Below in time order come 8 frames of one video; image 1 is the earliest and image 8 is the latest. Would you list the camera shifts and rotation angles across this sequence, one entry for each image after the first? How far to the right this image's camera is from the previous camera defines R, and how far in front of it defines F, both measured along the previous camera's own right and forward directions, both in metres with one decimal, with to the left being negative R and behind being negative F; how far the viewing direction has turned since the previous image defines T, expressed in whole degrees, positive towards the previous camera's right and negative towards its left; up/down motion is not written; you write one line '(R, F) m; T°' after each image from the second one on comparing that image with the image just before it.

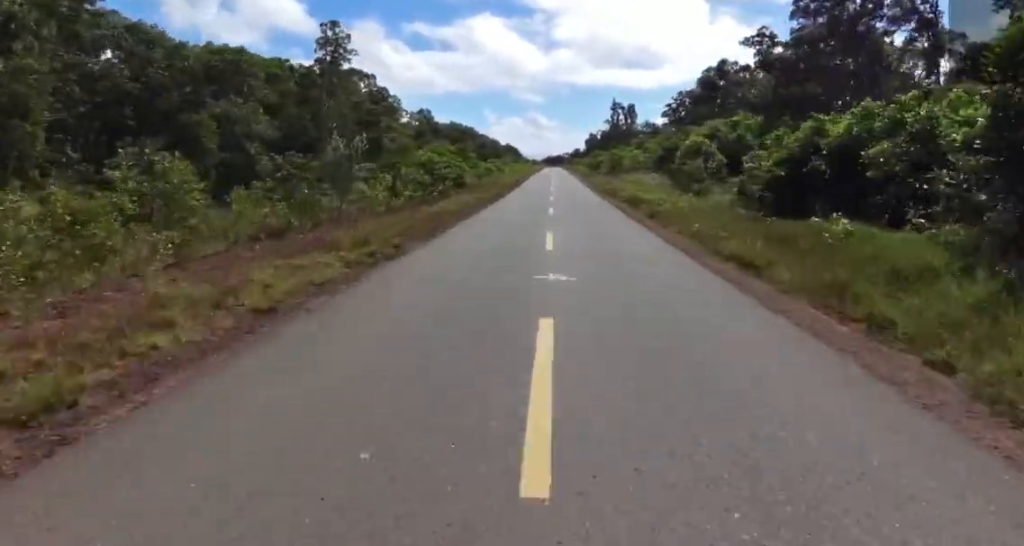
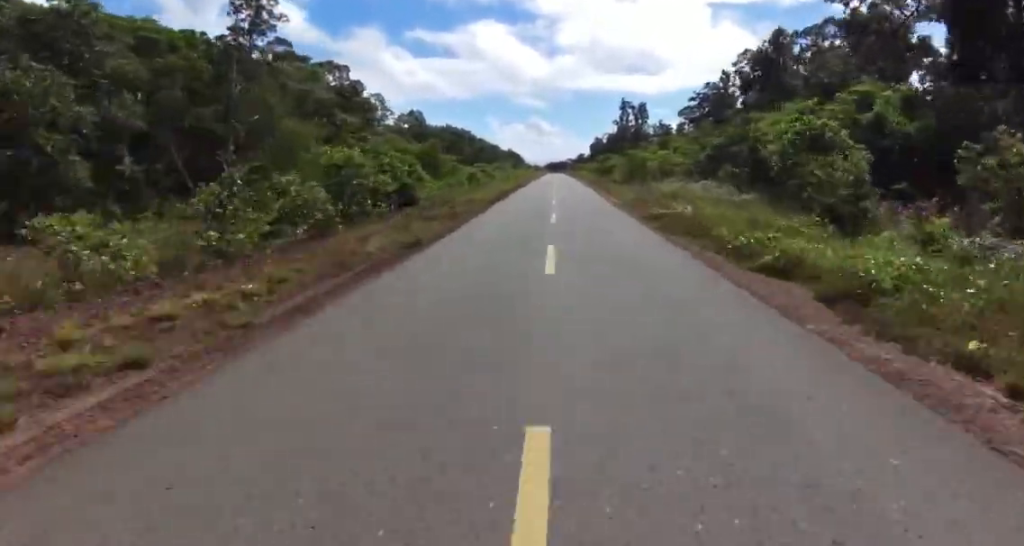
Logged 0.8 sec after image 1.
(0.0, +19.3) m; +2°
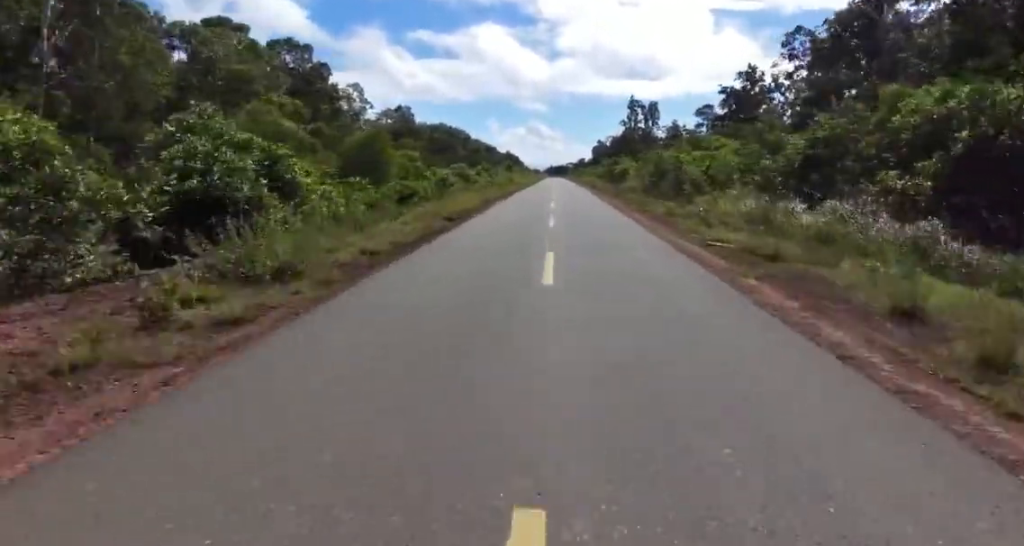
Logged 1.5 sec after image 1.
(+1.0, +18.1) m; 0°
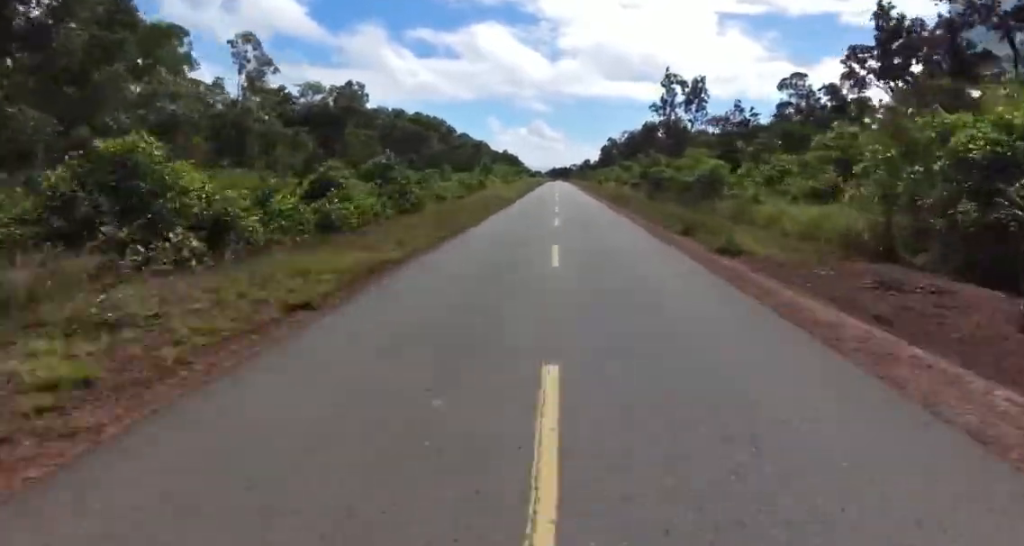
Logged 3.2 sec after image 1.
(-2.4, +46.3) m; -3°
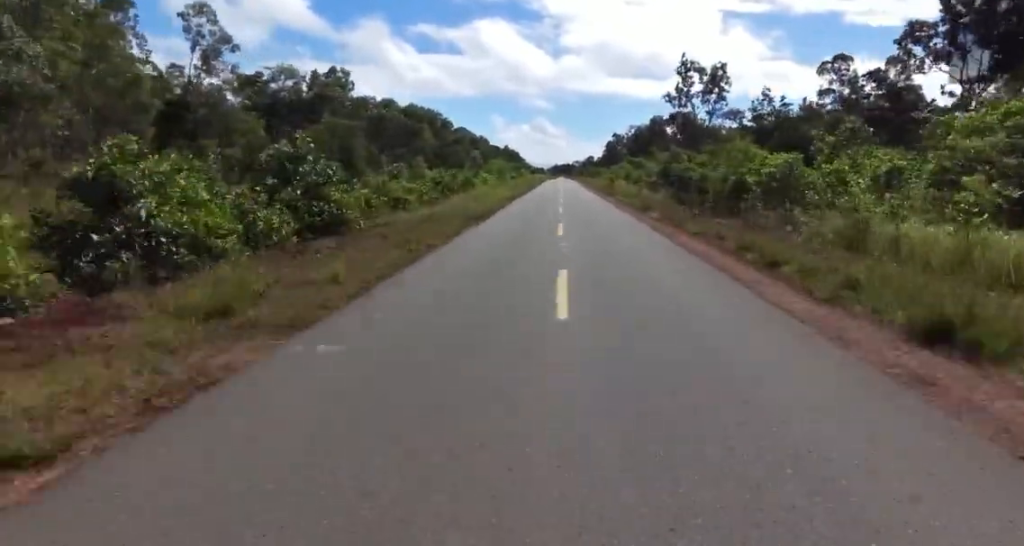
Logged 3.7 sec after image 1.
(0.0, +12.6) m; 0°
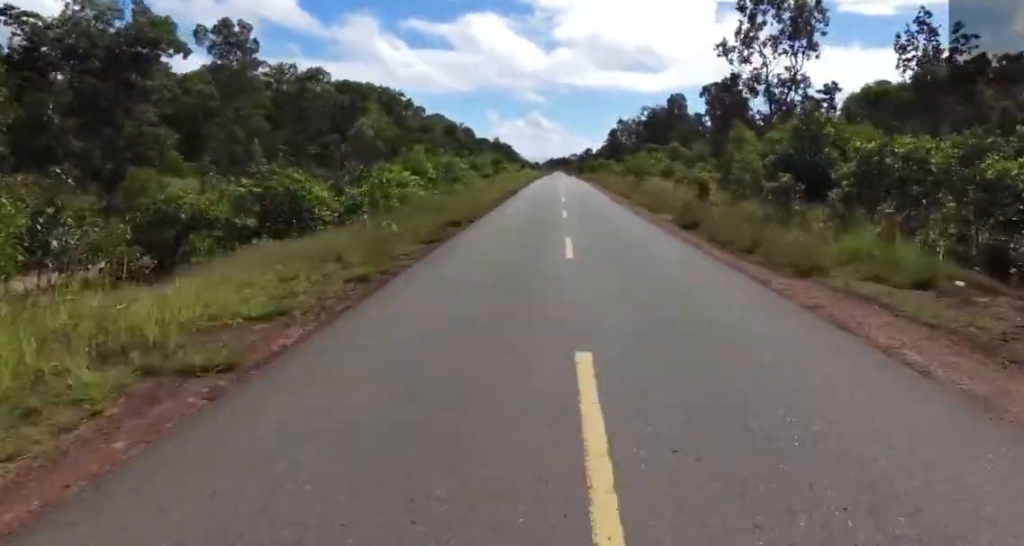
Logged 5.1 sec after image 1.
(+1.0, +37.4) m; +3°
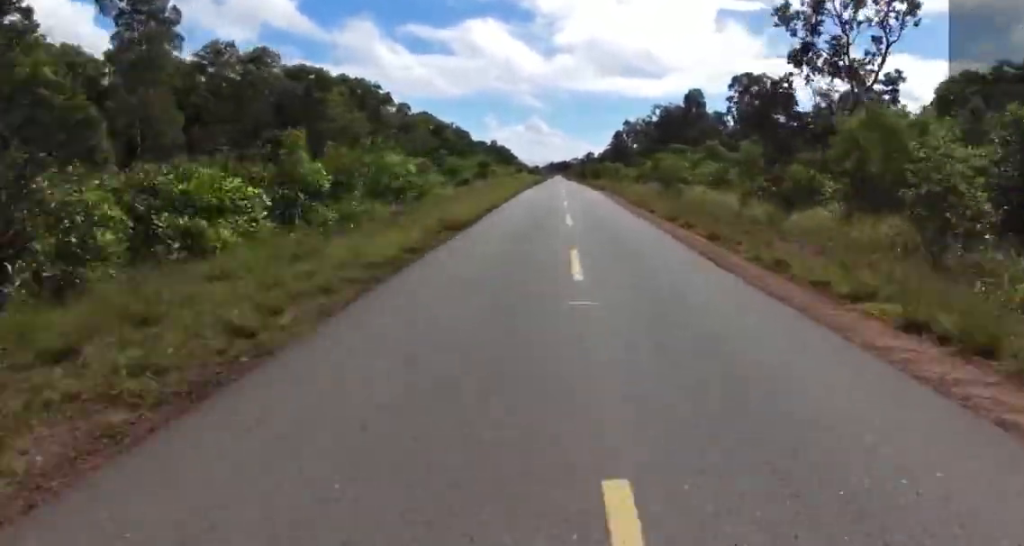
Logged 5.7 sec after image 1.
(+0.5, +18.3) m; 0°
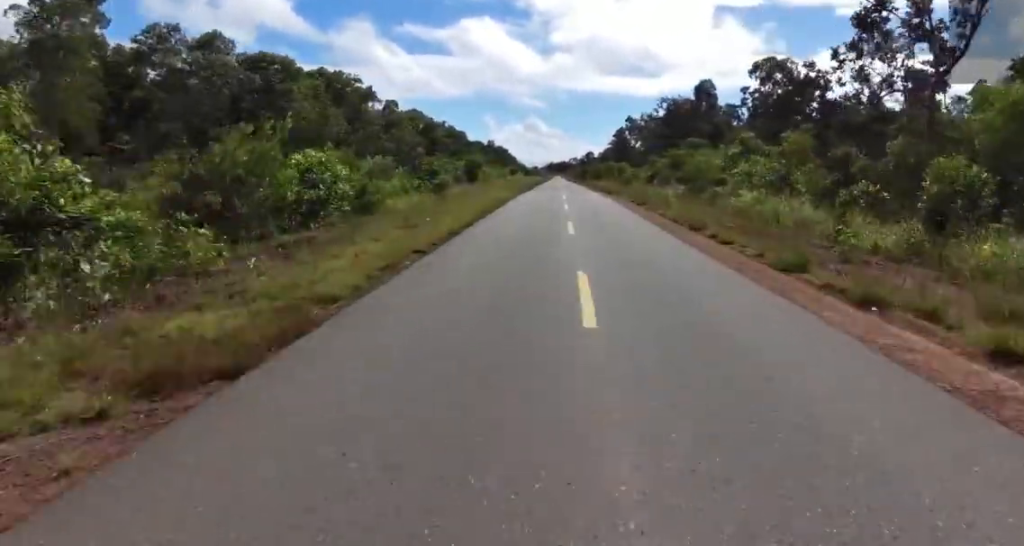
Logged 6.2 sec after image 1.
(-0.4, +11.9) m; -1°
